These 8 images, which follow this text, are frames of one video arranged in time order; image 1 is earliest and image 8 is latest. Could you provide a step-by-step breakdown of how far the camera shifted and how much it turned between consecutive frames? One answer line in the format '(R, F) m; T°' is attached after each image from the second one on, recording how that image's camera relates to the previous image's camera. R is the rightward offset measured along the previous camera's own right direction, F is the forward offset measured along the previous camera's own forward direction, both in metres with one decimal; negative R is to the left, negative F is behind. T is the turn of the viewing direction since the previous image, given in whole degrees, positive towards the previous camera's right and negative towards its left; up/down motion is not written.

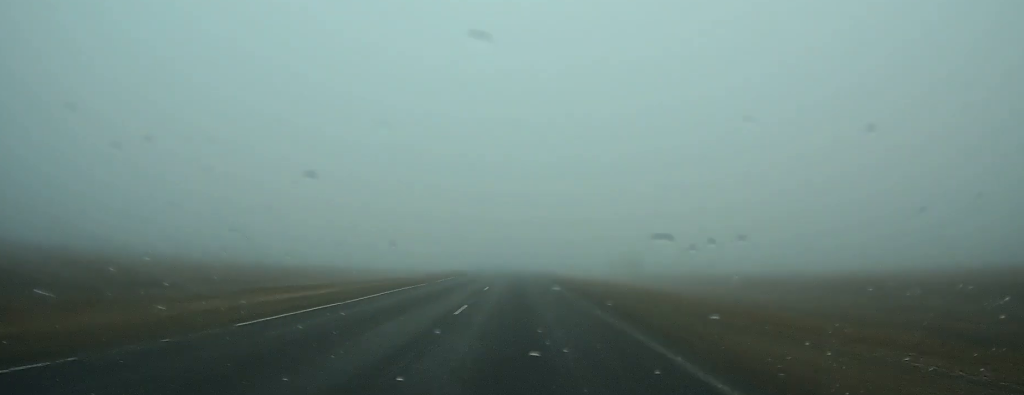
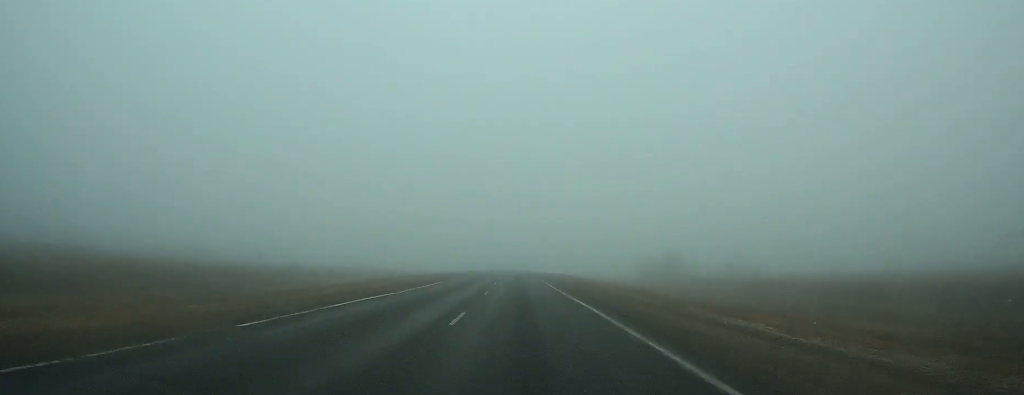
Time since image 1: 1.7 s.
(-0.1, +37.7) m; 0°
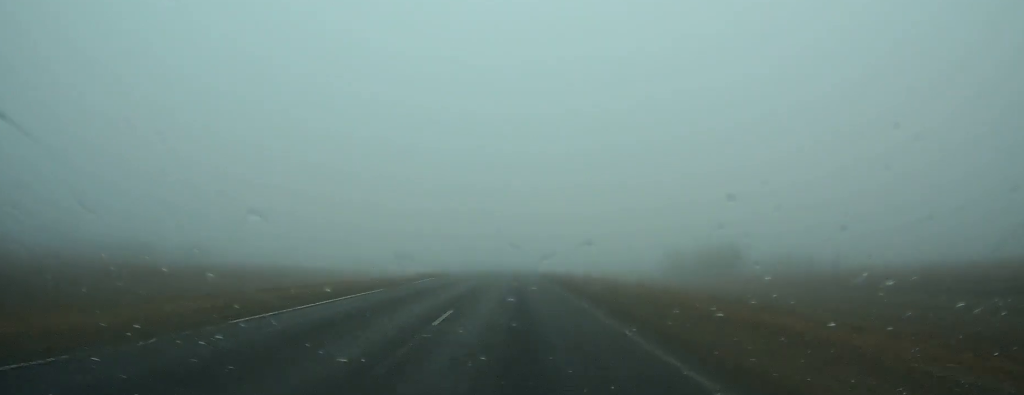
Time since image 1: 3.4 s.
(-0.1, +35.1) m; -1°
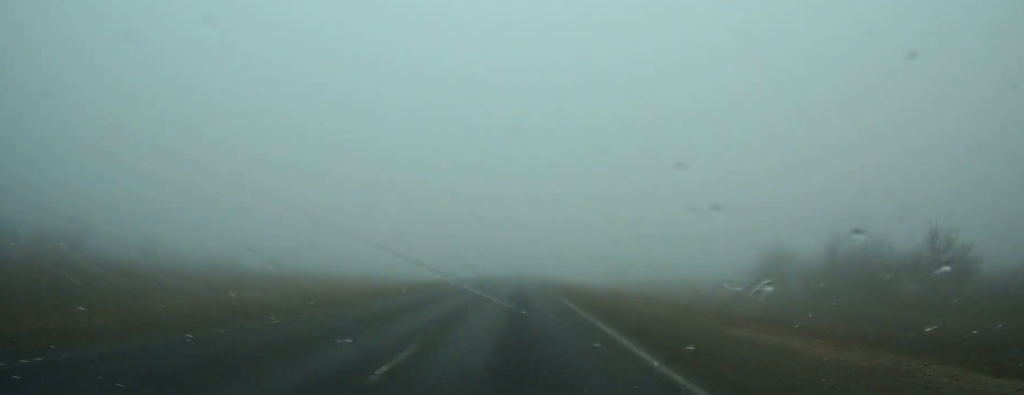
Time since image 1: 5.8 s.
(-0.3, +50.6) m; -1°
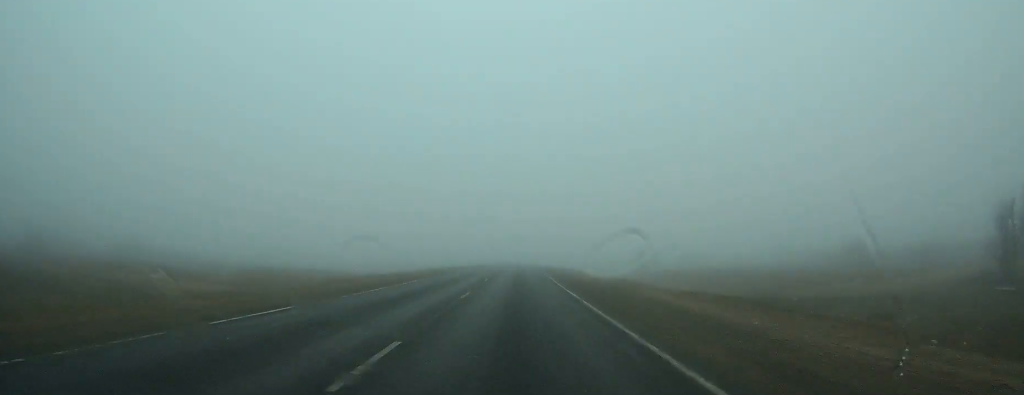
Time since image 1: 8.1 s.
(-0.1, +51.6) m; 0°
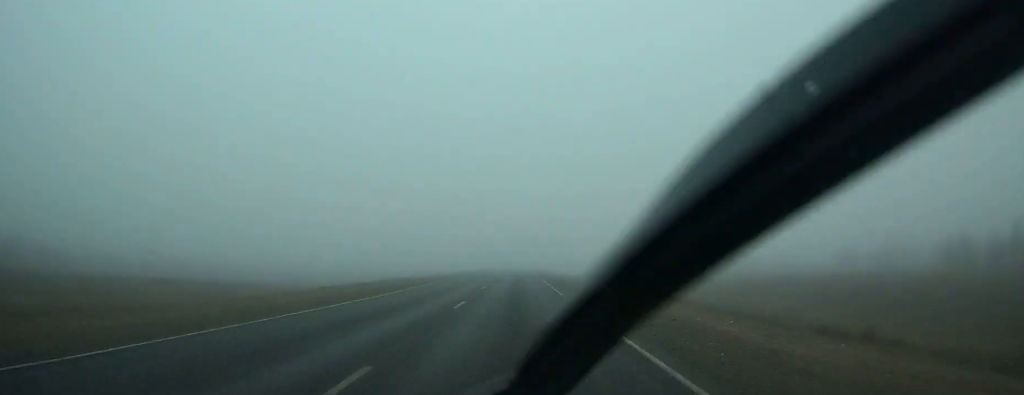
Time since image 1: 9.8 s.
(0.0, +39.1) m; 0°
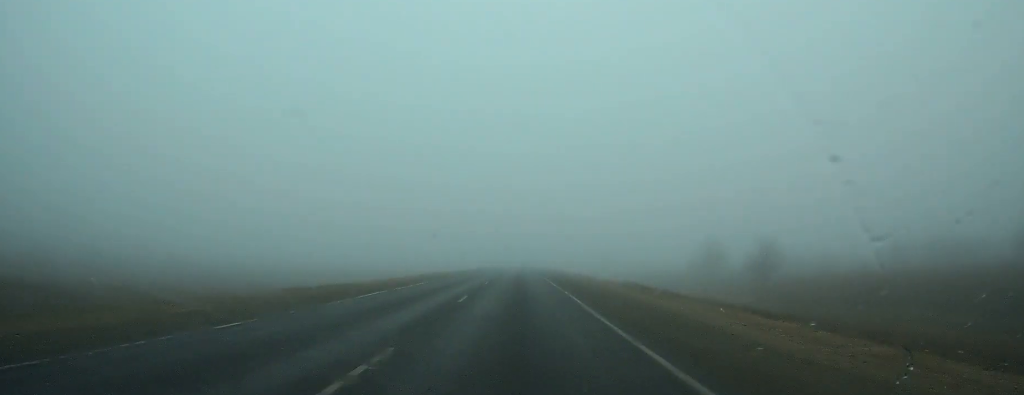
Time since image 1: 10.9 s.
(0.0, +23.2) m; 0°
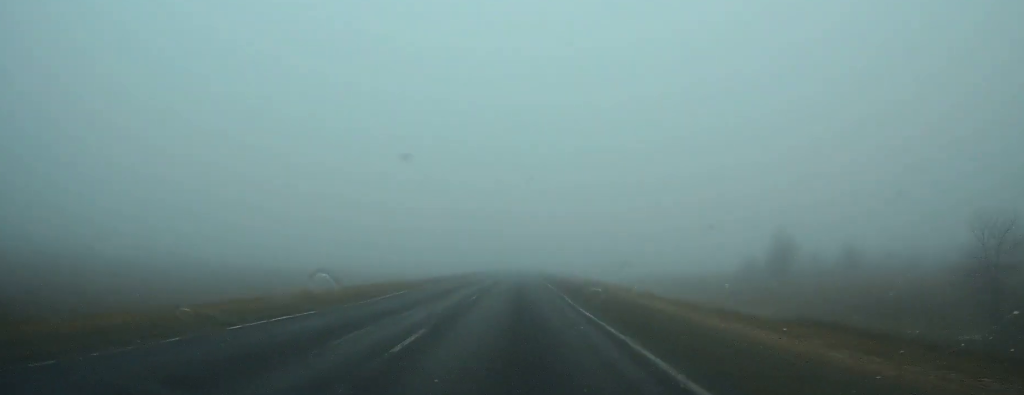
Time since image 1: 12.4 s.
(0.0, +32.8) m; 0°
